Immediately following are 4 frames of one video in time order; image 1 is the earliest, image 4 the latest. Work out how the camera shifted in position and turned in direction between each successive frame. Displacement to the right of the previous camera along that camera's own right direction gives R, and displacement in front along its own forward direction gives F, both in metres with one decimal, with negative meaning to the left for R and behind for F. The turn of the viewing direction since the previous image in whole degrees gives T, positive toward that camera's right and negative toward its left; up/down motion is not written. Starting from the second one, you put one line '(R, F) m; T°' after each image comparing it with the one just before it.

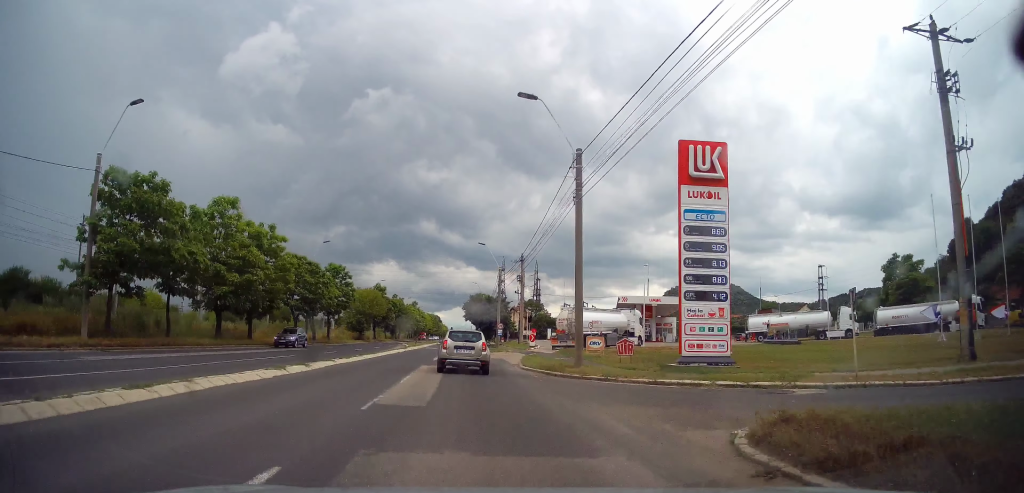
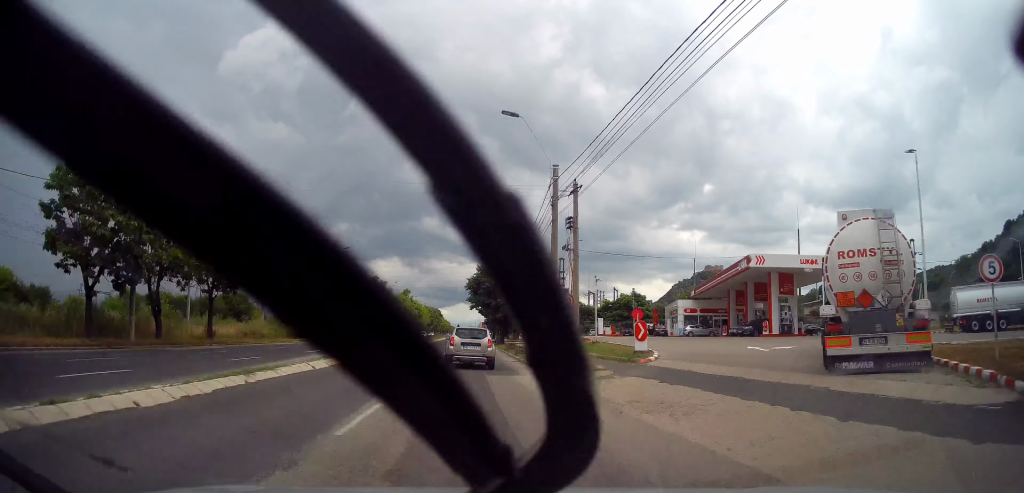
(+0.2, +32.5) m; 0°
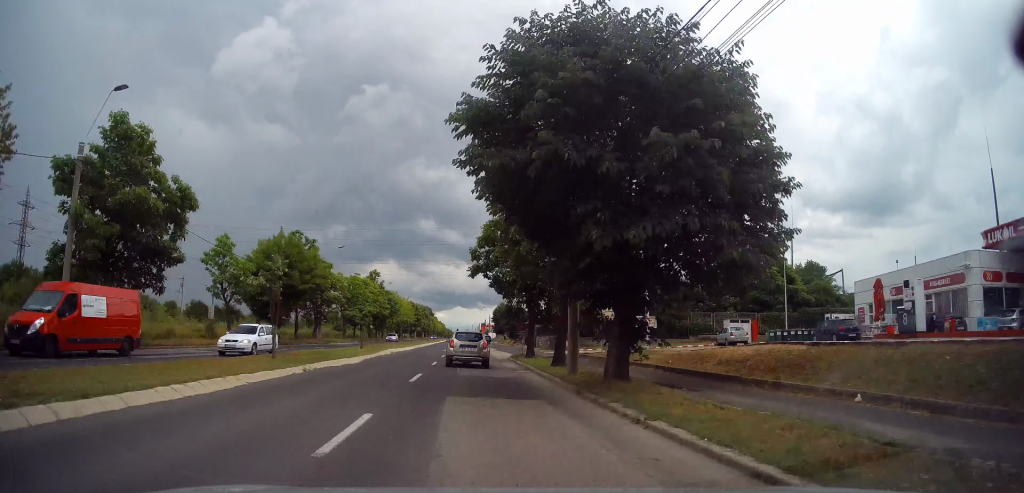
(-0.2, +45.4) m; -1°
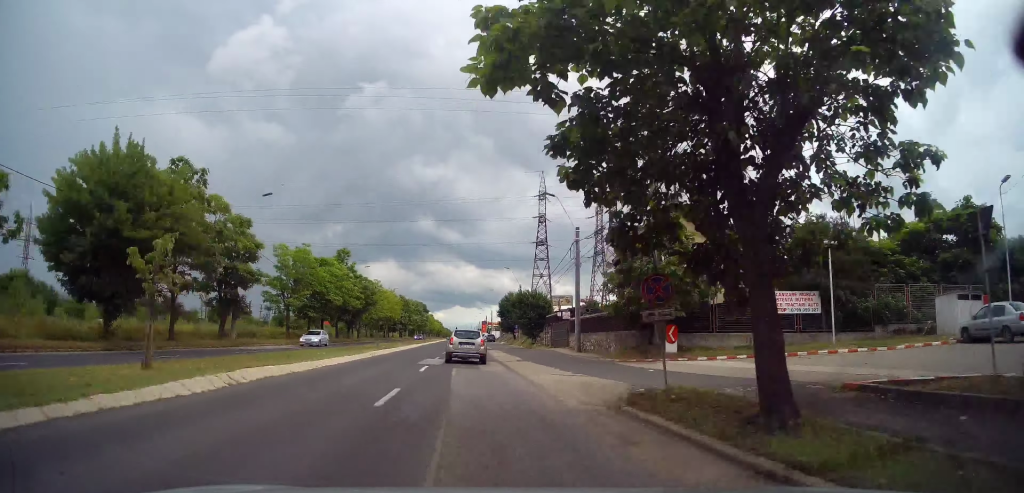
(+0.1, +23.6) m; +1°
